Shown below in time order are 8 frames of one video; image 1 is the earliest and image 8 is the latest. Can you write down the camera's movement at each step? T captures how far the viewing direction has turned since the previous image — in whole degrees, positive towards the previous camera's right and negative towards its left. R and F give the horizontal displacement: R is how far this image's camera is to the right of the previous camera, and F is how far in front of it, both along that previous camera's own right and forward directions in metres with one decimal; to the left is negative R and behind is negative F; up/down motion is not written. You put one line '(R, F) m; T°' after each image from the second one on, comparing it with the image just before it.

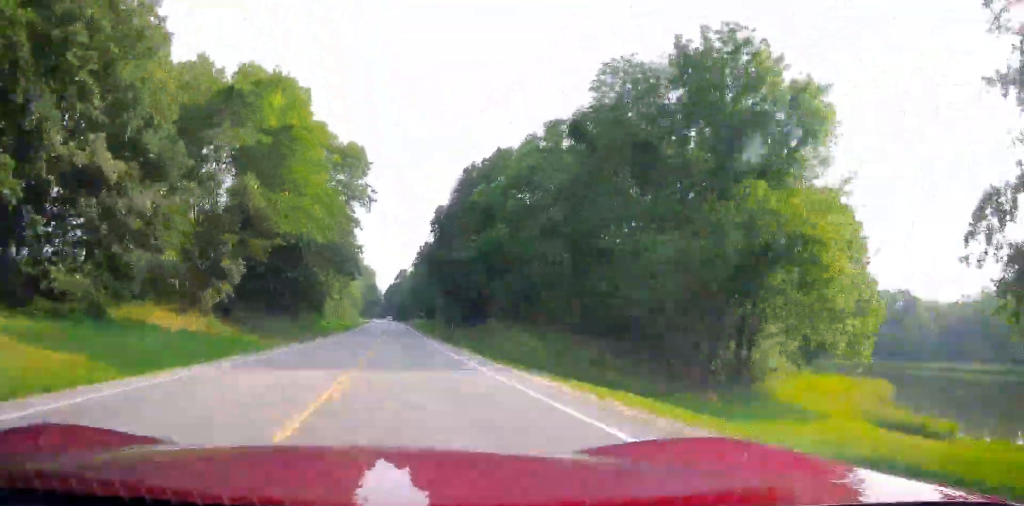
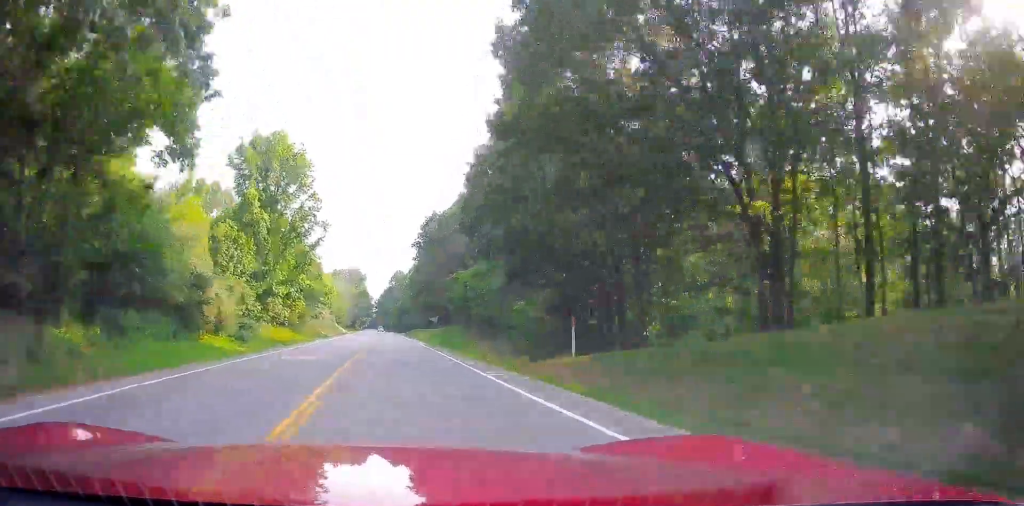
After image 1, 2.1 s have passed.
(-0.6, +51.5) m; -1°
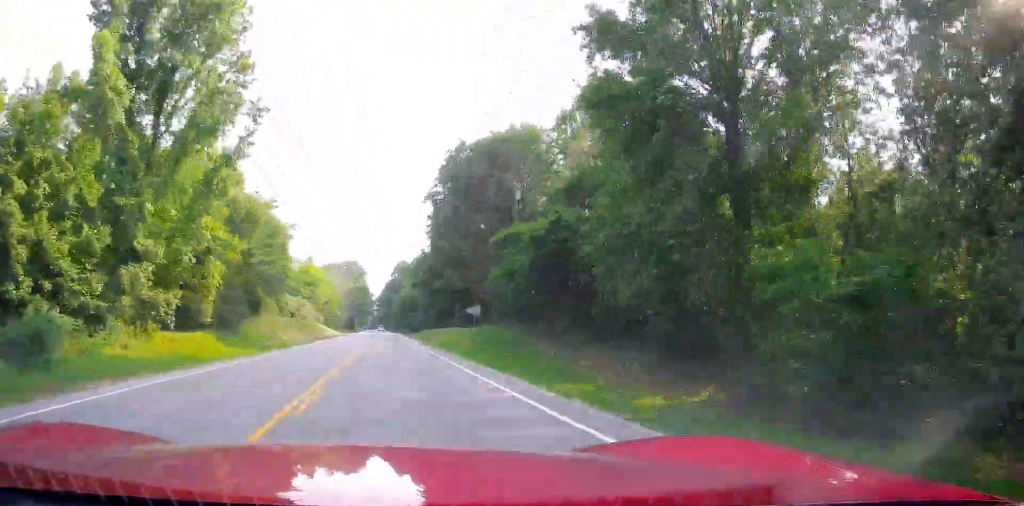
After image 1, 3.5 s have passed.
(+0.2, +34.1) m; 0°
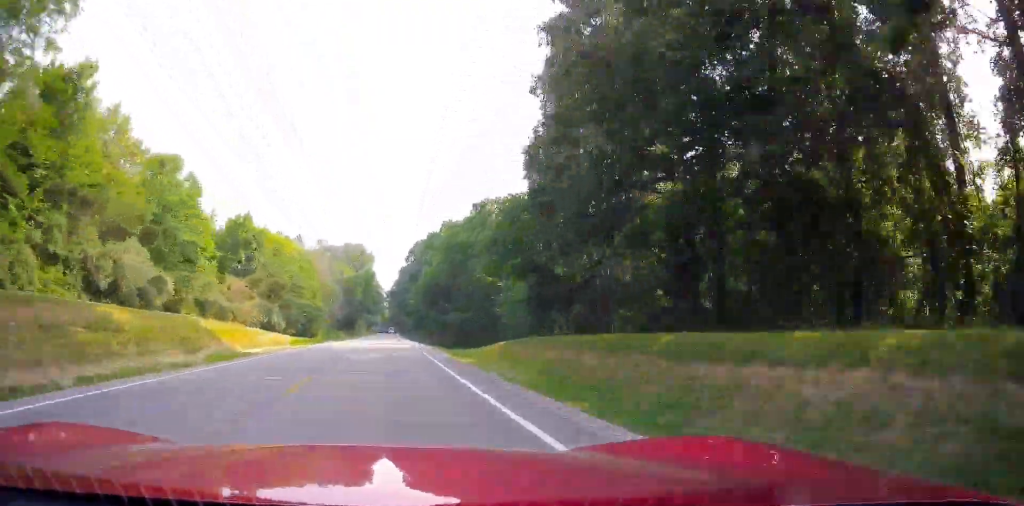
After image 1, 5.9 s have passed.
(-0.1, +58.8) m; 0°
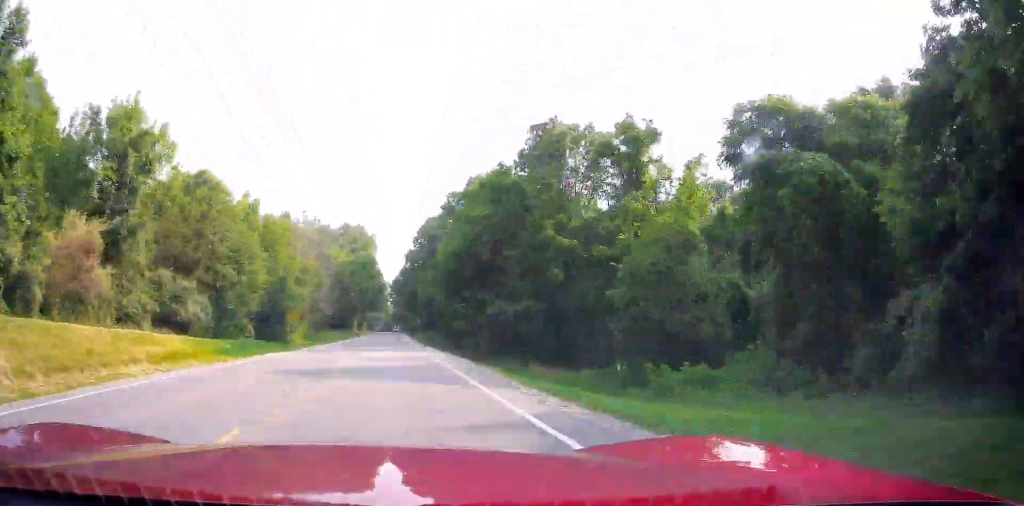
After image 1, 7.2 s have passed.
(+0.2, +31.0) m; -1°
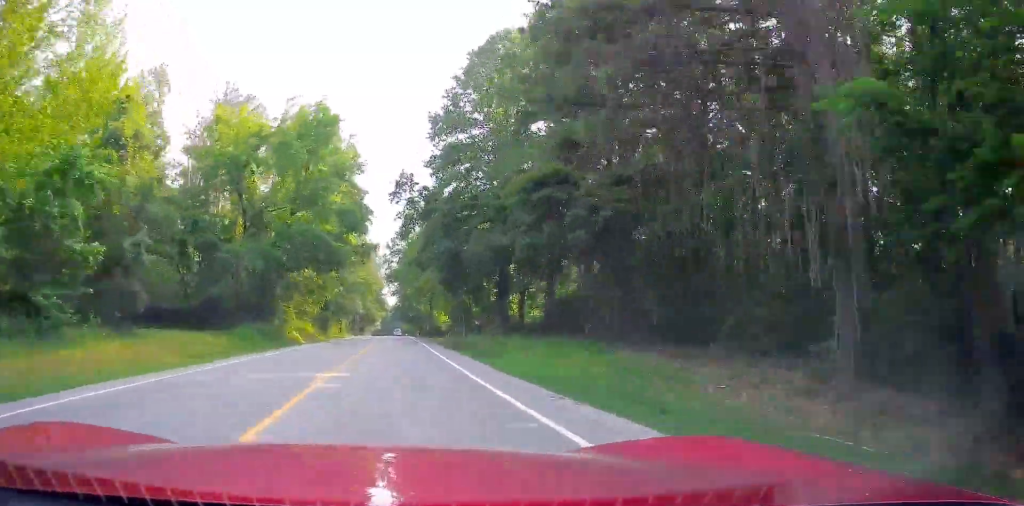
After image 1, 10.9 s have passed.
(-2.6, +89.1) m; -1°
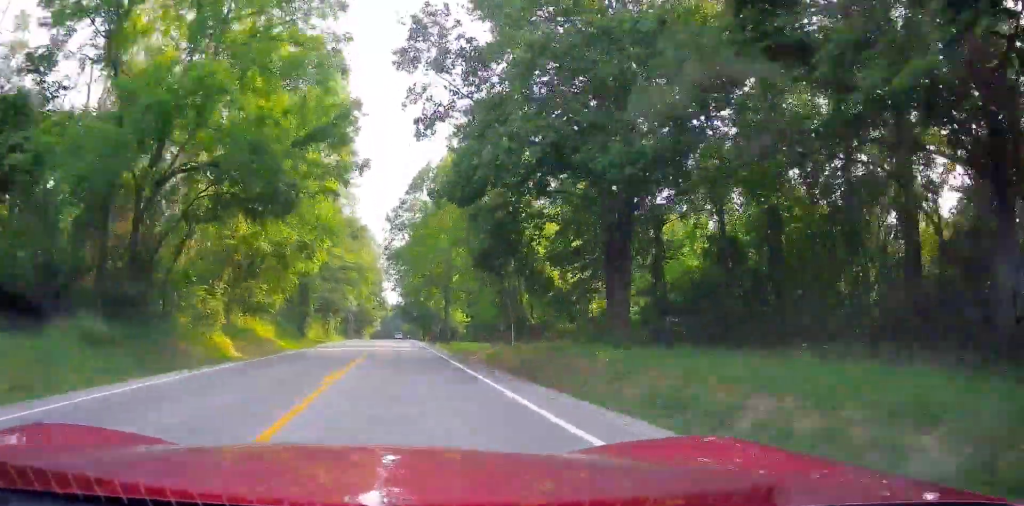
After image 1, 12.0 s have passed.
(+0.4, +24.5) m; 0°
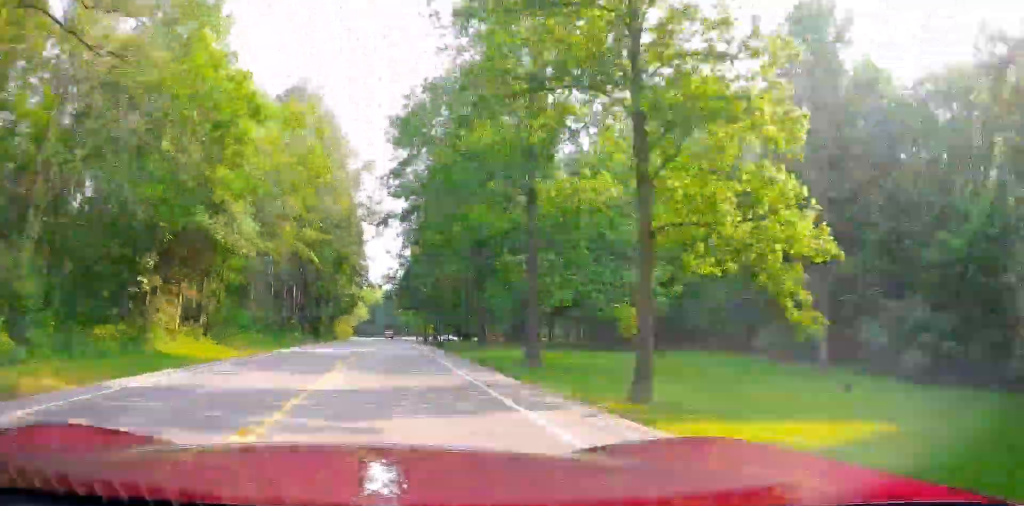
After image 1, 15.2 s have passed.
(+0.5, +71.5) m; 0°
